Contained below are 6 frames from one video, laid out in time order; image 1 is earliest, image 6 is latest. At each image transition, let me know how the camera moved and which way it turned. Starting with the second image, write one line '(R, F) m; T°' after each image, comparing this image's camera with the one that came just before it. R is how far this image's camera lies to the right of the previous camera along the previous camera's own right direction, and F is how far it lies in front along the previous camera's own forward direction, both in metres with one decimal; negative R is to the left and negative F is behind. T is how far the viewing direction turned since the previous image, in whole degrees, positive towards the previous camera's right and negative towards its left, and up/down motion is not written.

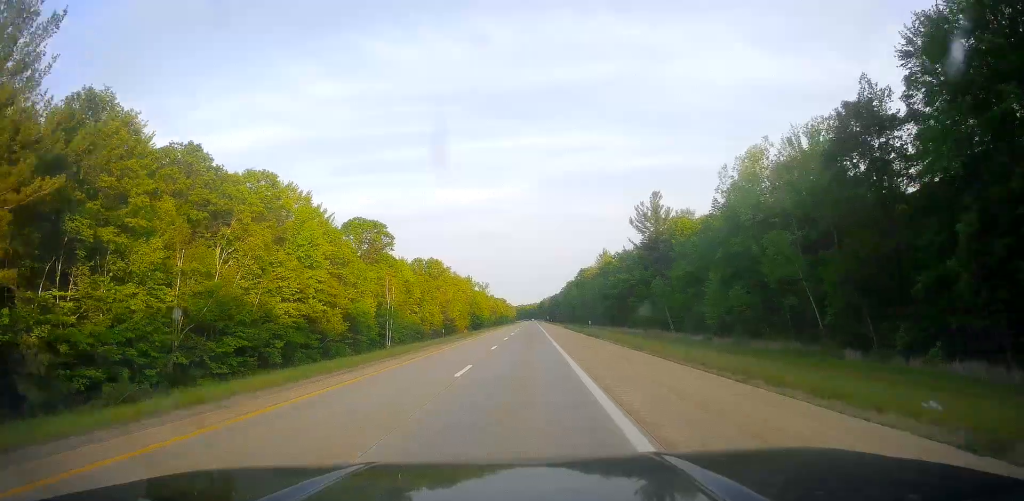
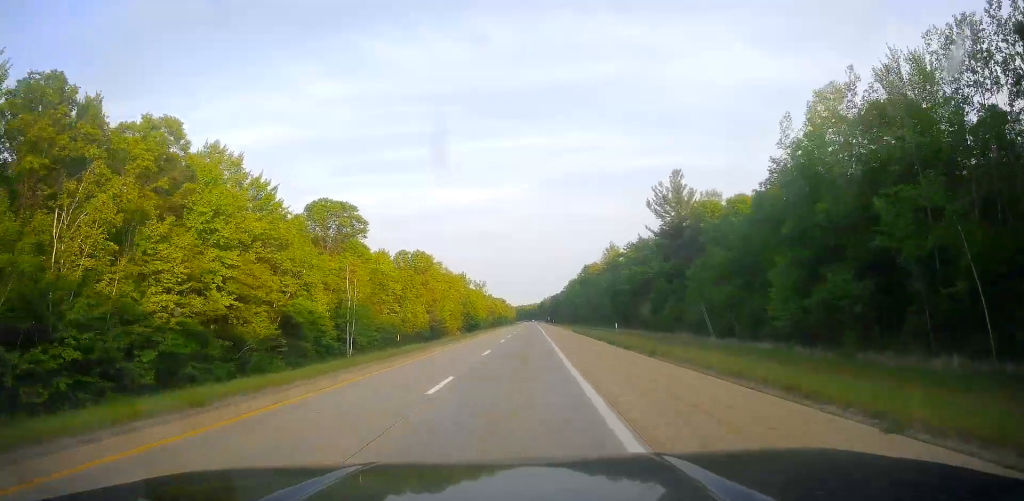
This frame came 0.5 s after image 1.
(+0.1, +19.3) m; 0°
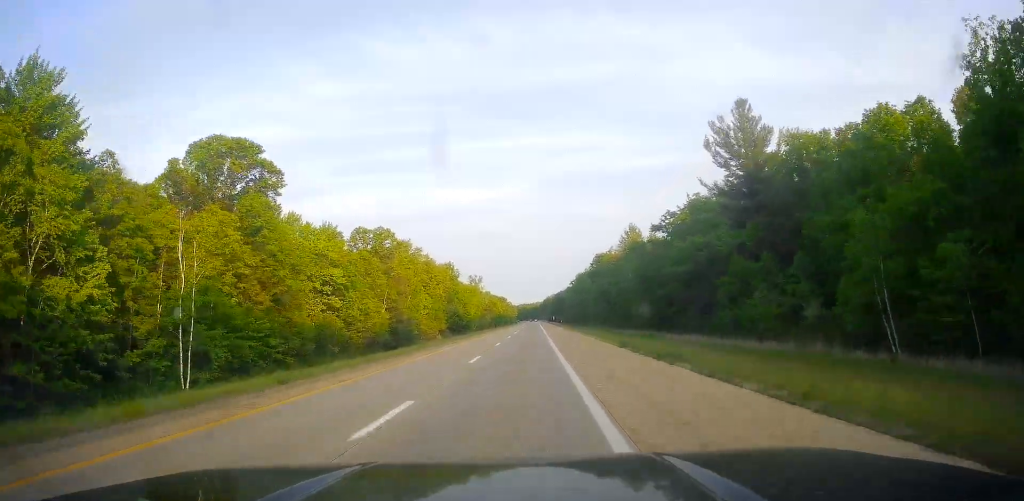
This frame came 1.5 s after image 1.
(-0.2, +36.1) m; 0°
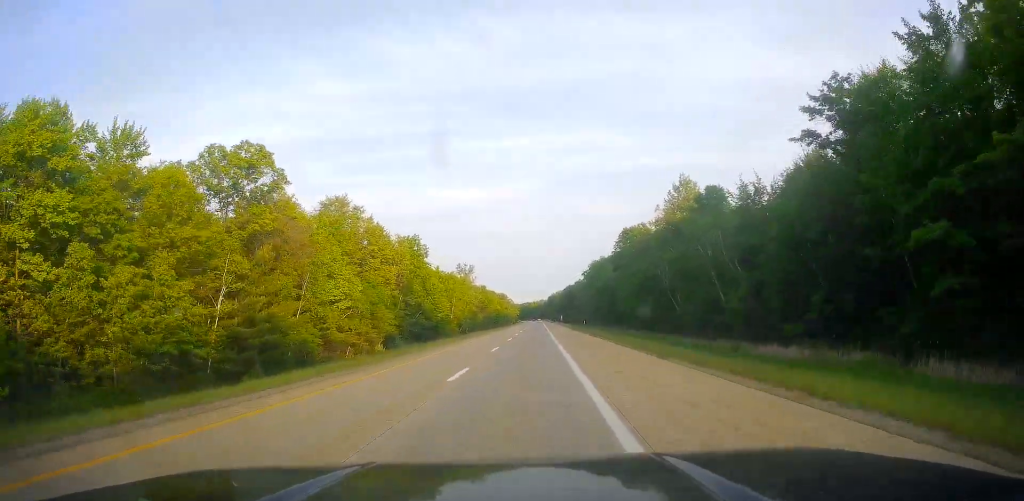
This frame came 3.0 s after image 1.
(+0.1, +52.8) m; -1°
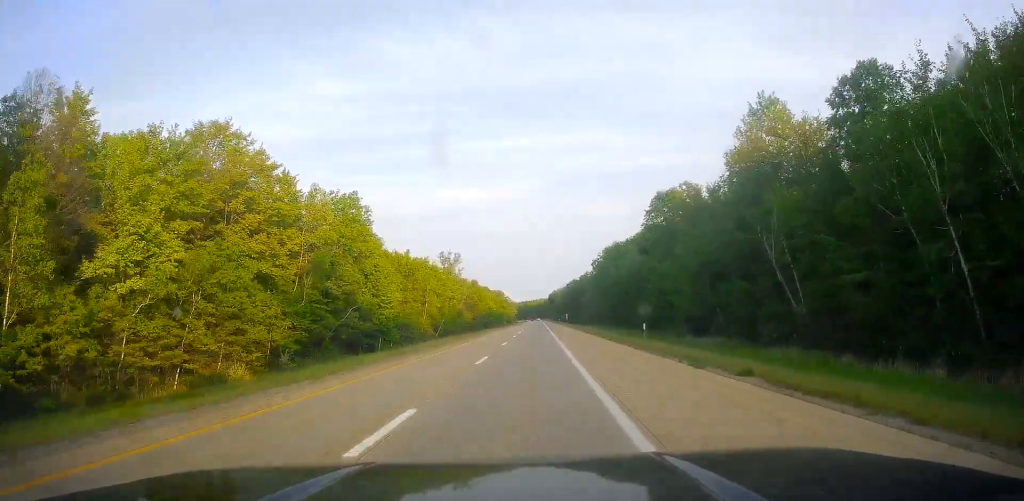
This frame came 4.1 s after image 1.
(-0.4, +39.6) m; 0°
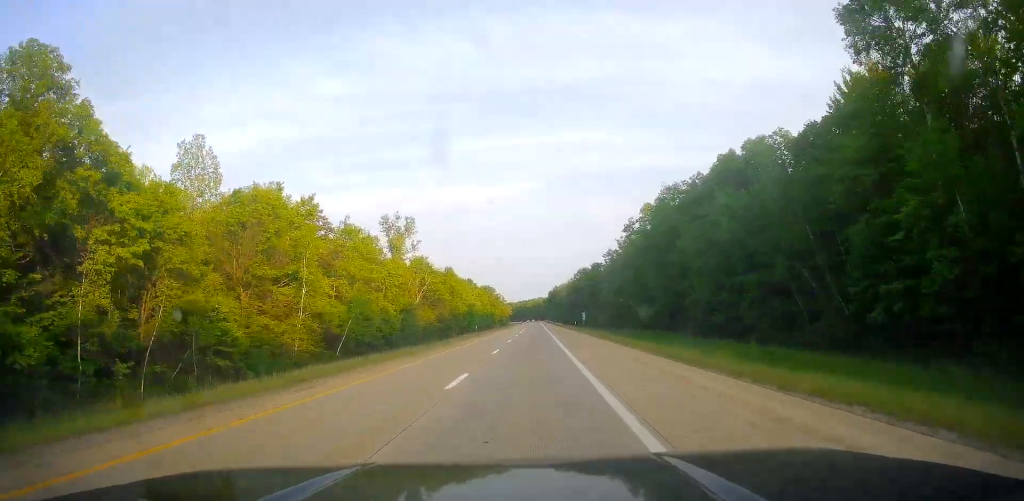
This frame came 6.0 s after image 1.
(+0.9, +68.5) m; 0°
